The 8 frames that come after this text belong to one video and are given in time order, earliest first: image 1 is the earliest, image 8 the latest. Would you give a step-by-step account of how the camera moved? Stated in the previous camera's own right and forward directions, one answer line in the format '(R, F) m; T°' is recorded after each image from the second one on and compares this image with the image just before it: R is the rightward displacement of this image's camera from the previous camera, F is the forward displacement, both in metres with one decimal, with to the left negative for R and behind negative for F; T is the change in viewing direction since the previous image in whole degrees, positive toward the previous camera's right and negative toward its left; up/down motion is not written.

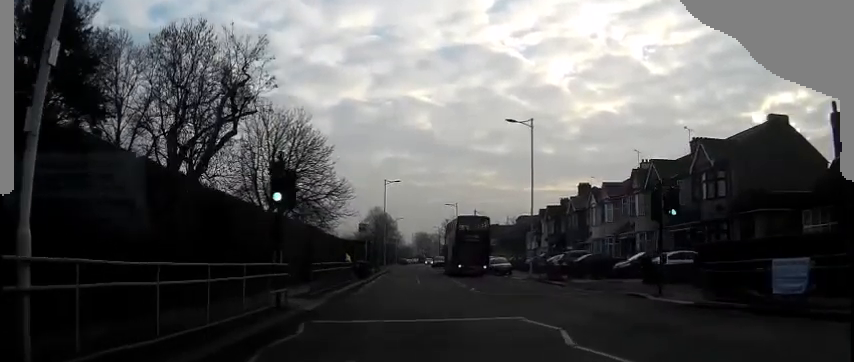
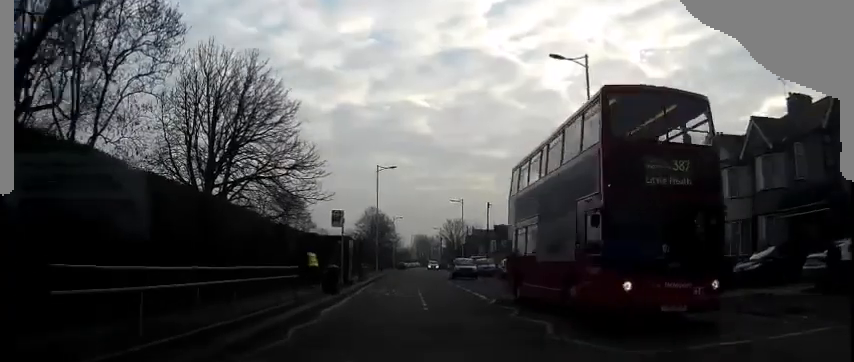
(+0.1, +15.1) m; 0°
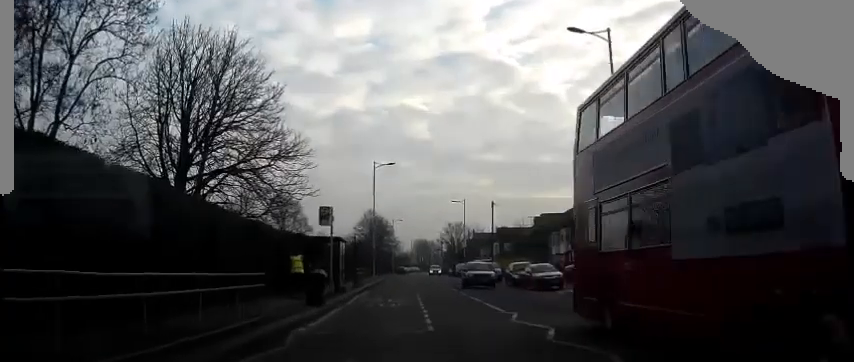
(0.0, +3.6) m; -1°
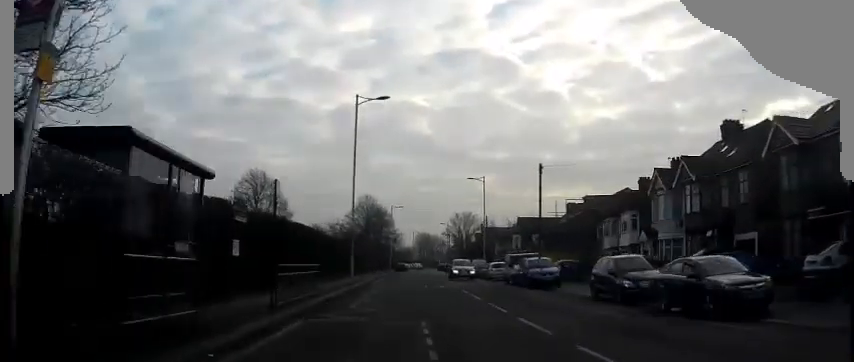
(-0.1, +21.2) m; 0°
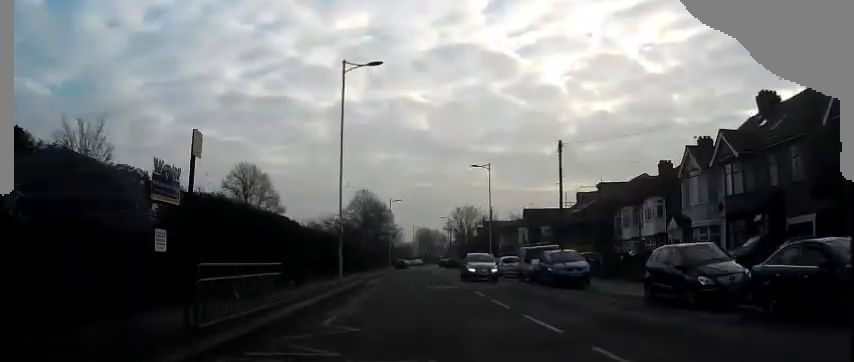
(0.0, +5.7) m; 0°
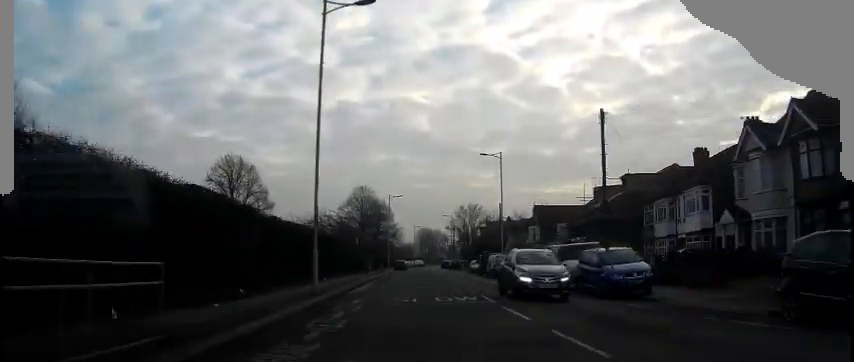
(0.0, +7.7) m; 0°
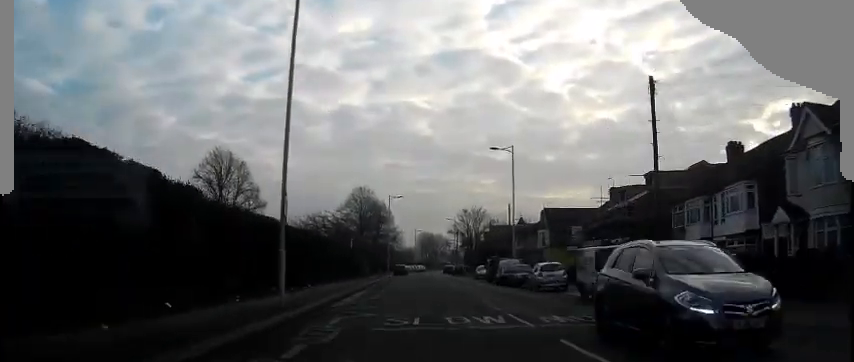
(0.0, +5.9) m; 0°
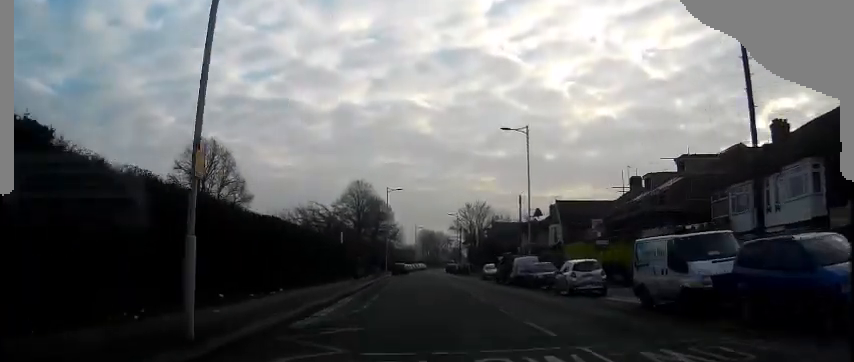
(0.0, +6.7) m; 0°
